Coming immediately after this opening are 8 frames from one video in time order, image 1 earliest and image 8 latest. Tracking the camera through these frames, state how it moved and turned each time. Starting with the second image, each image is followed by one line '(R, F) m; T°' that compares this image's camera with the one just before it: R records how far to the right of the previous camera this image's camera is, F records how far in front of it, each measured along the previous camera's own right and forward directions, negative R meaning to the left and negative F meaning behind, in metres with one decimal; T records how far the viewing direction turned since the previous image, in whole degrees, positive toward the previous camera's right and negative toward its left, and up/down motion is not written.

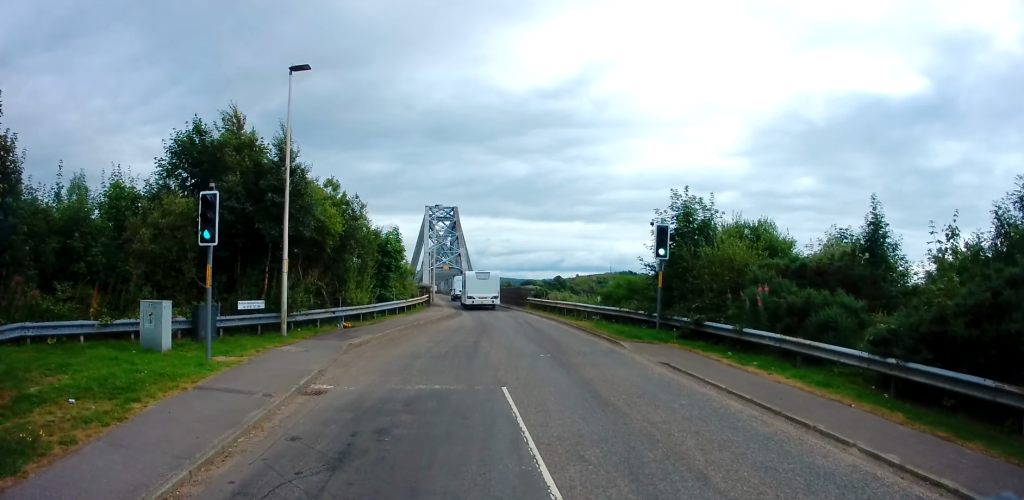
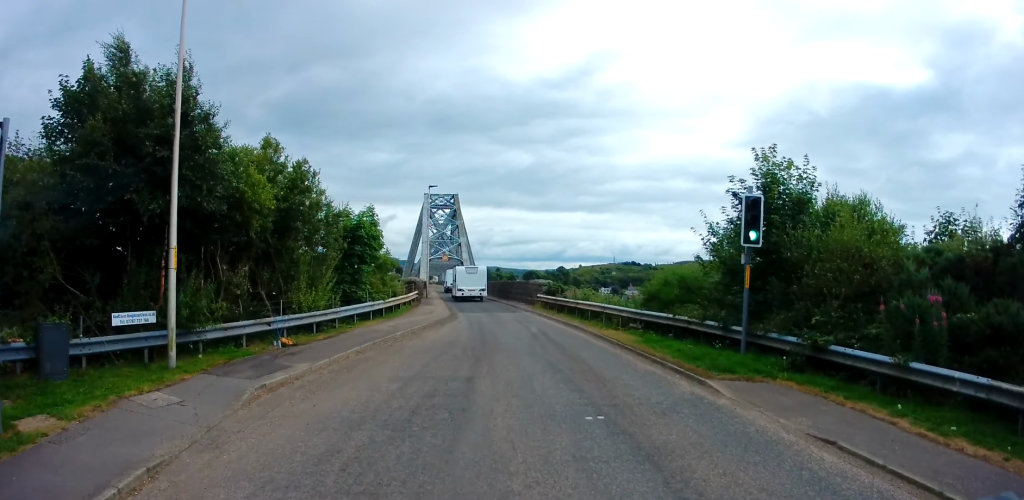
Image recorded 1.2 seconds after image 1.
(0.0, +5.9) m; -1°
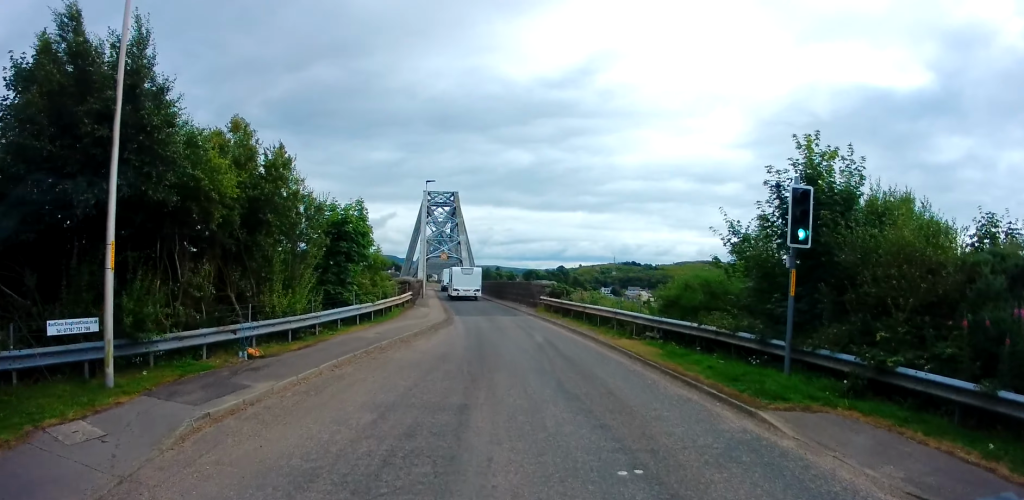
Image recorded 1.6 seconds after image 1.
(0.0, +2.1) m; 0°
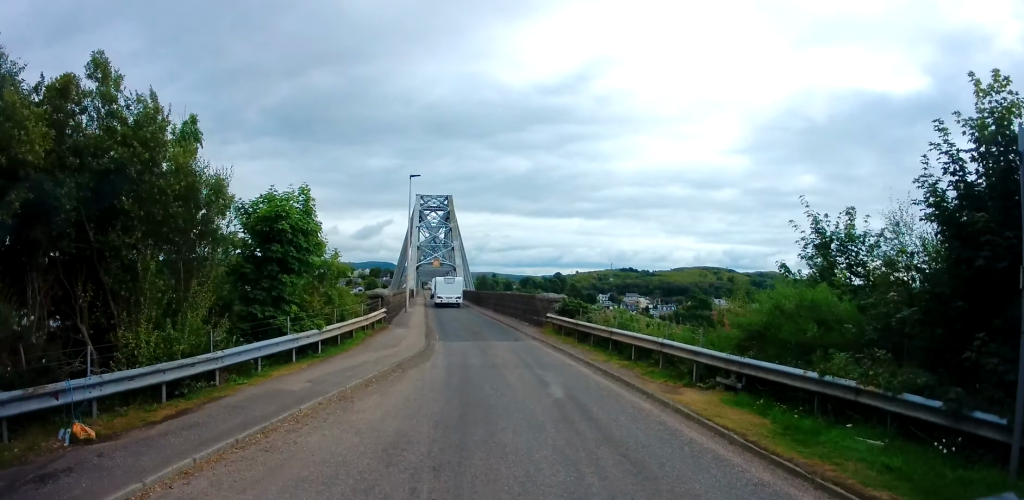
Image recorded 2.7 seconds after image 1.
(0.0, +6.0) m; +1°
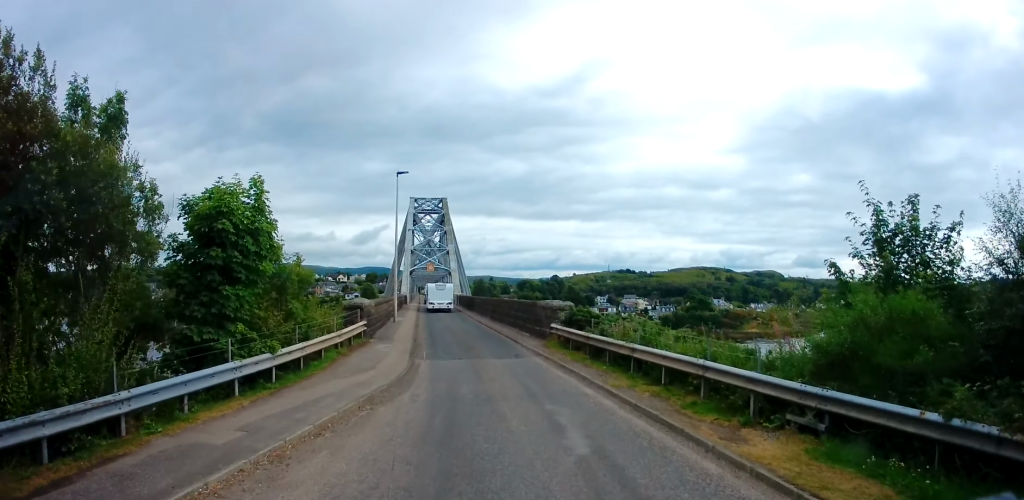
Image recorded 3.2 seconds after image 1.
(0.0, +3.1) m; 0°
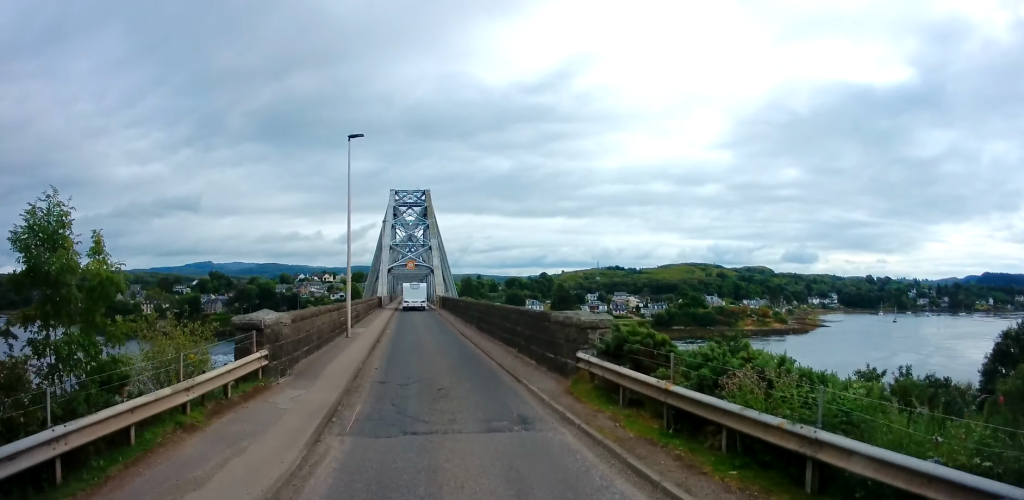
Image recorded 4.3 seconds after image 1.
(-0.1, +8.2) m; -2°
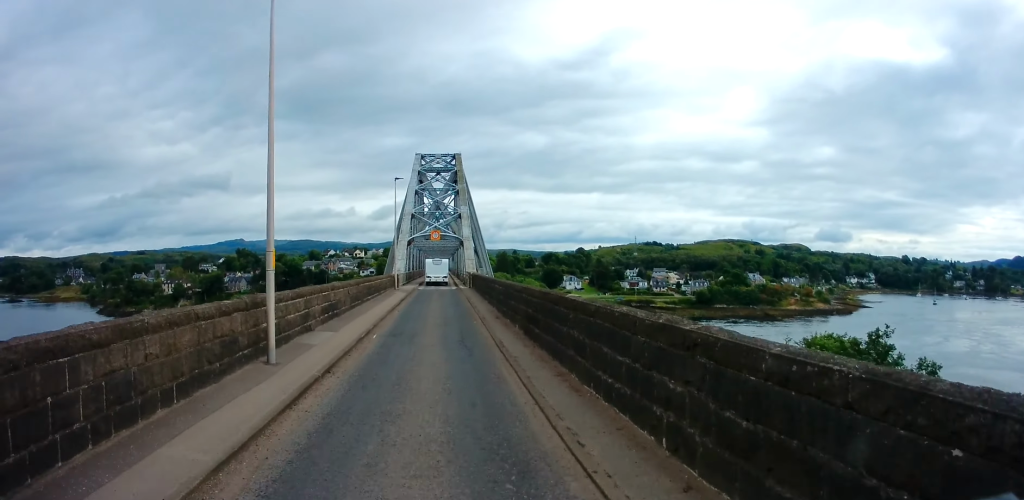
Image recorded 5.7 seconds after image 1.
(-0.1, +11.8) m; -1°
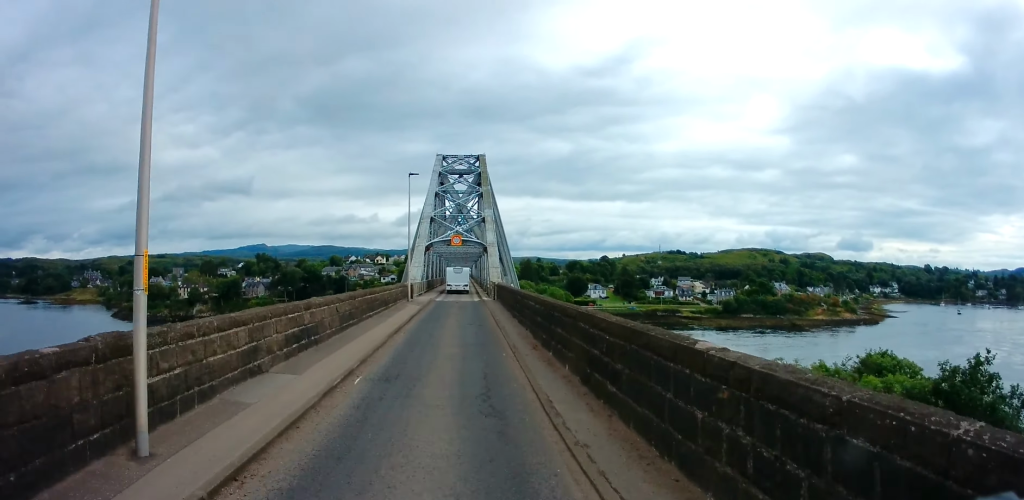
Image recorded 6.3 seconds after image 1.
(-0.1, +5.6) m; -2°
